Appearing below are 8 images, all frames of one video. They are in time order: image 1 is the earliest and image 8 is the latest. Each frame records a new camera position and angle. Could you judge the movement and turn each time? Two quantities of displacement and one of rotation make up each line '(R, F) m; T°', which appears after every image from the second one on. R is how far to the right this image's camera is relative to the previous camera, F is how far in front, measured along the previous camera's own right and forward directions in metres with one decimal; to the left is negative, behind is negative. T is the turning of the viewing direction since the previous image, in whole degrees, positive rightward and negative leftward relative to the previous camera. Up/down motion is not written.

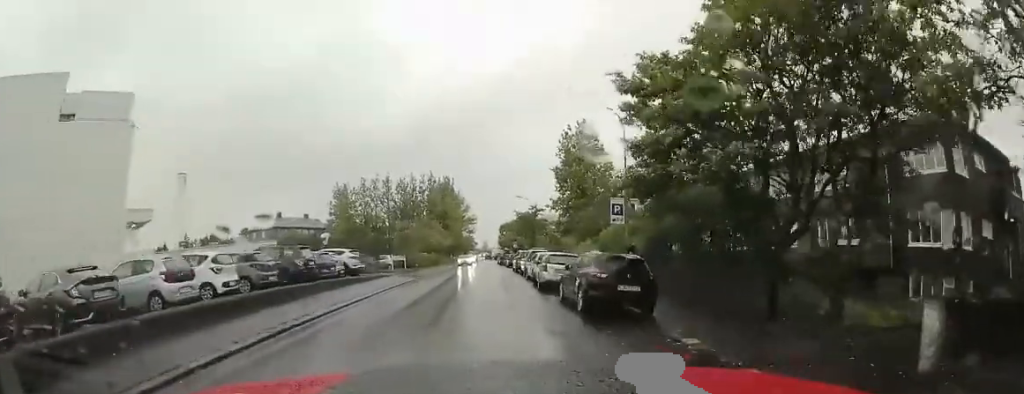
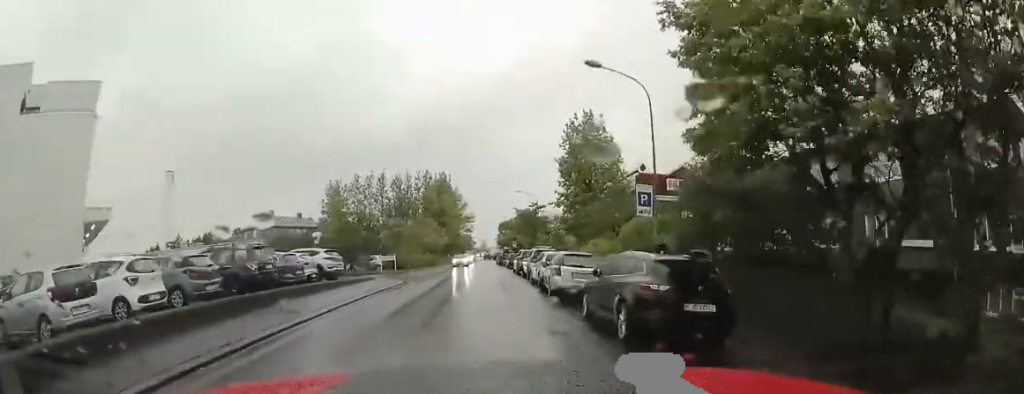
(0.0, +3.7) m; -1°
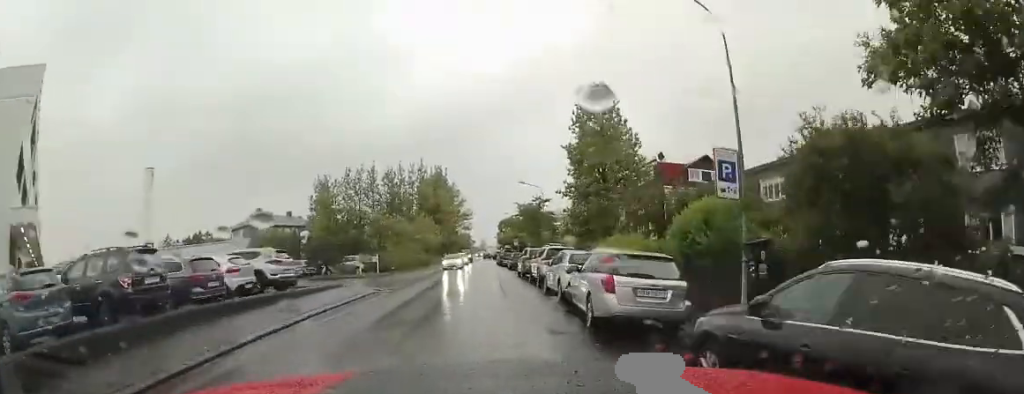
(0.0, +5.7) m; -2°
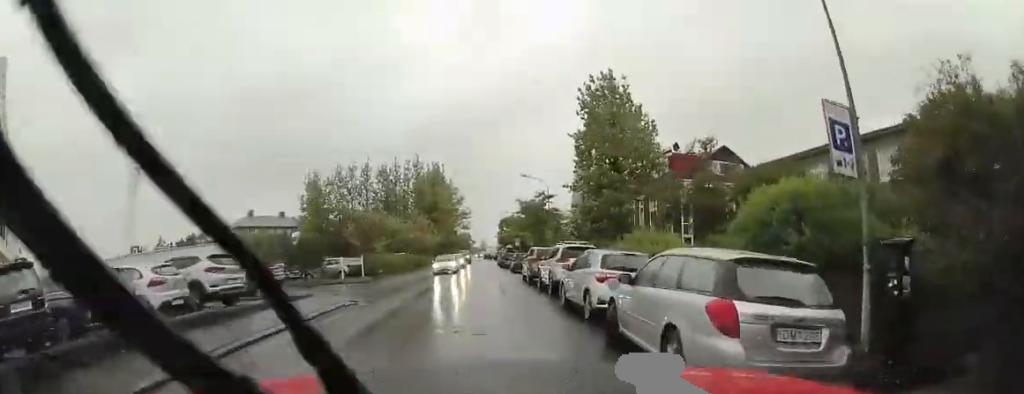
(-0.1, +3.8) m; -1°
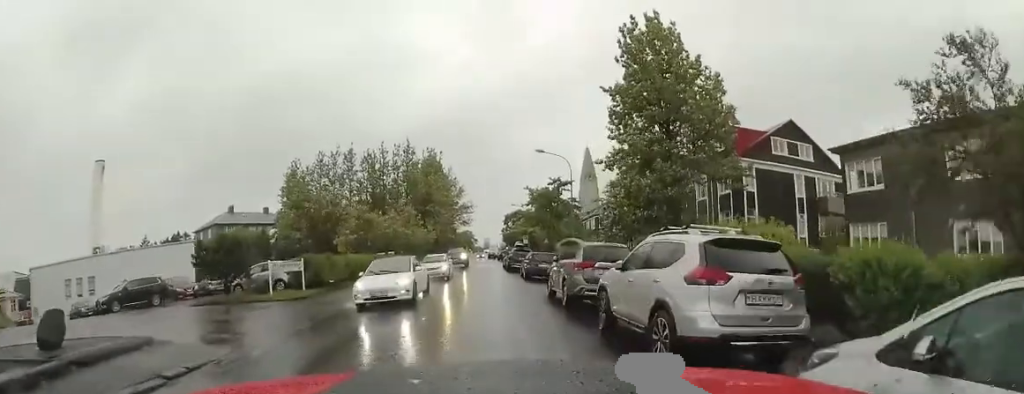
(-0.1, +9.5) m; -1°
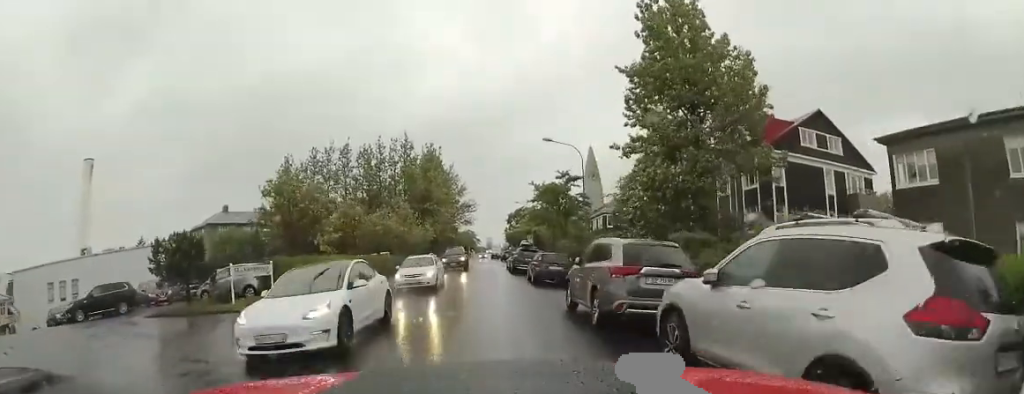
(0.0, +3.0) m; +1°
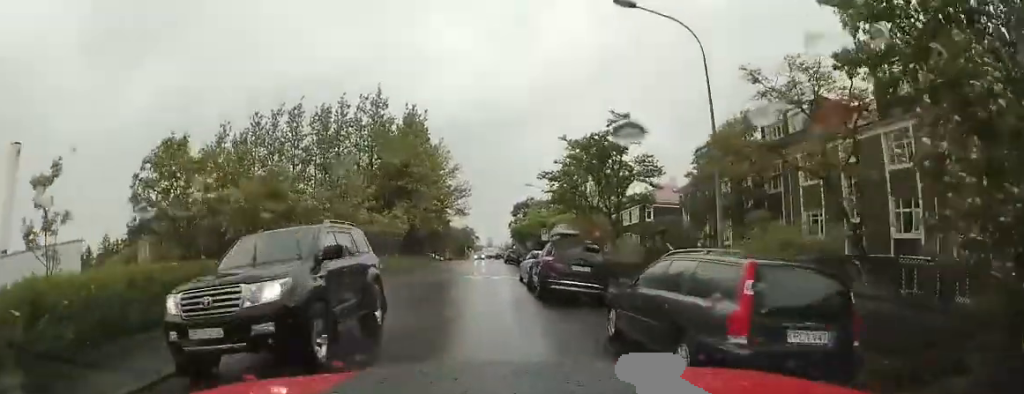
(+0.3, +15.7) m; +1°
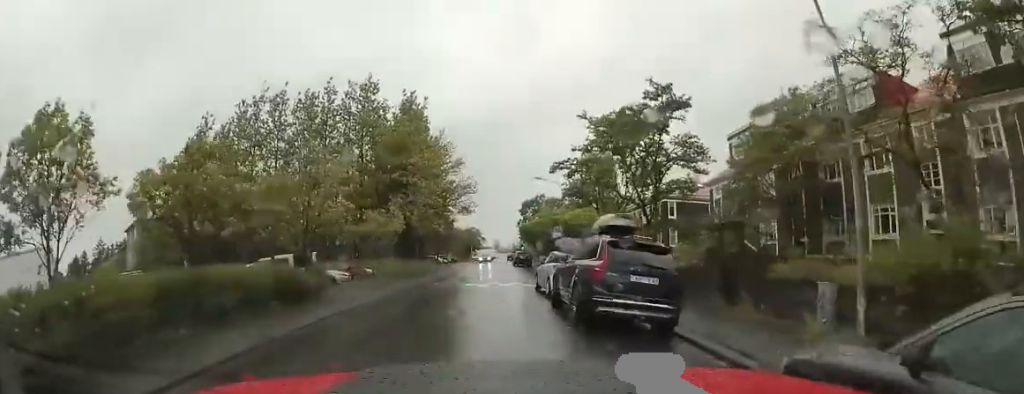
(0.0, +4.6) m; +1°
